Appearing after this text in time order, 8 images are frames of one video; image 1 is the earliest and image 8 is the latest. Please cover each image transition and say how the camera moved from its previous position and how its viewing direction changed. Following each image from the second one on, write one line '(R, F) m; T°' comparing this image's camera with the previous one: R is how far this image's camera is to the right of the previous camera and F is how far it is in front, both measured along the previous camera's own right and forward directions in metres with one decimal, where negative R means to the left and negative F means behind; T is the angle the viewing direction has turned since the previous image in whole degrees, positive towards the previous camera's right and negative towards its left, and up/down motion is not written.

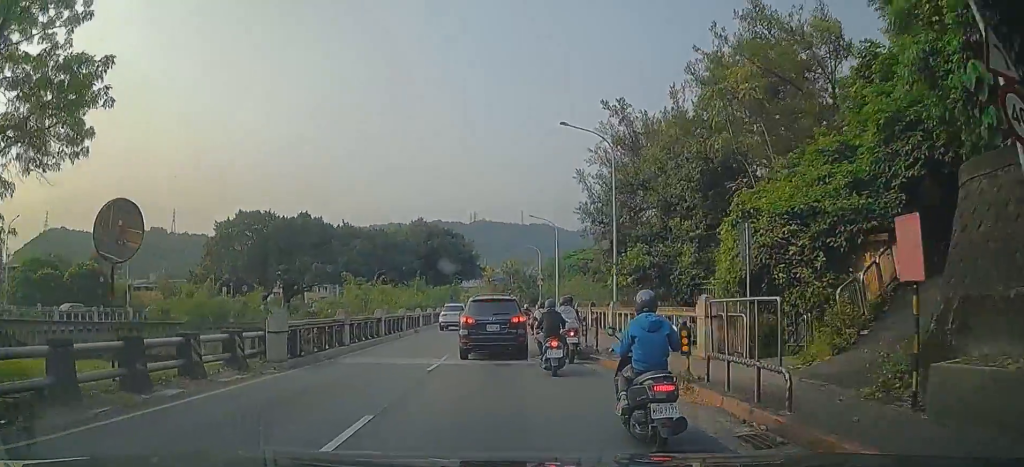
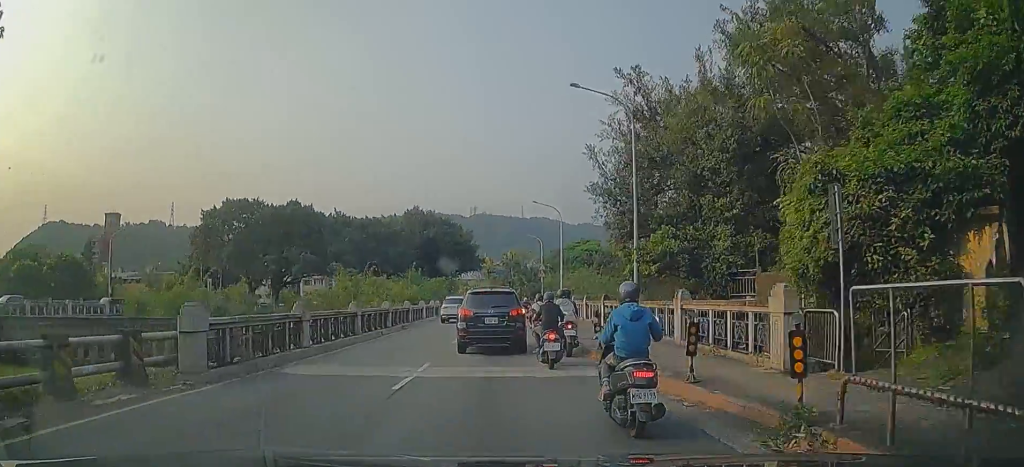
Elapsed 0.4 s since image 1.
(0.0, +6.4) m; 0°
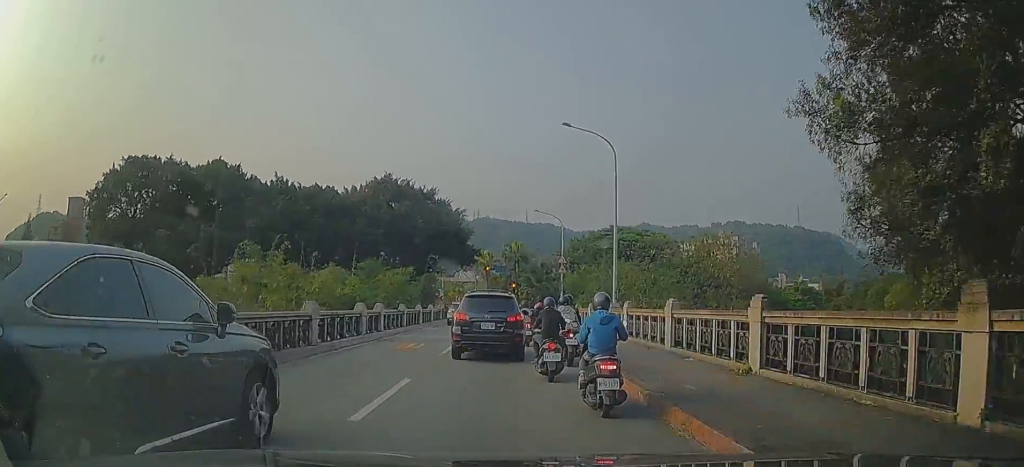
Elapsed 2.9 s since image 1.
(-2.1, +30.8) m; -7°
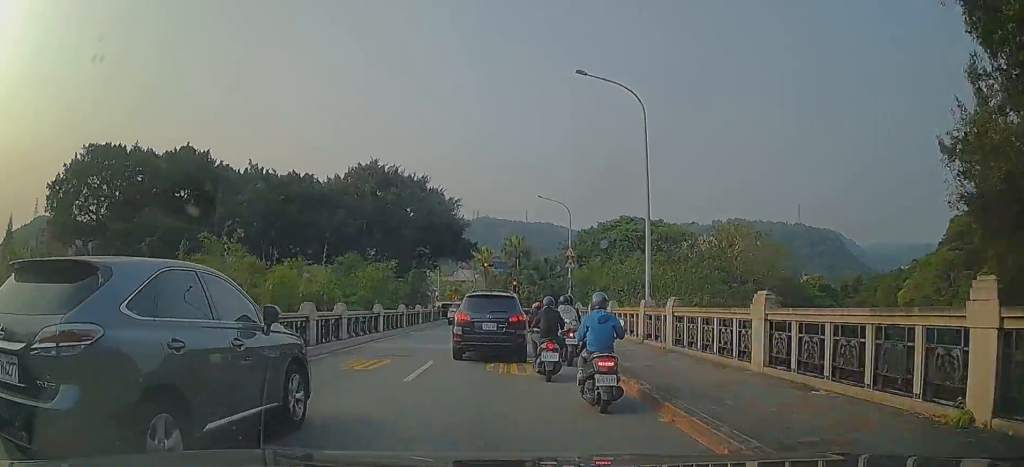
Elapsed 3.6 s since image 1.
(+0.4, +7.2) m; +3°
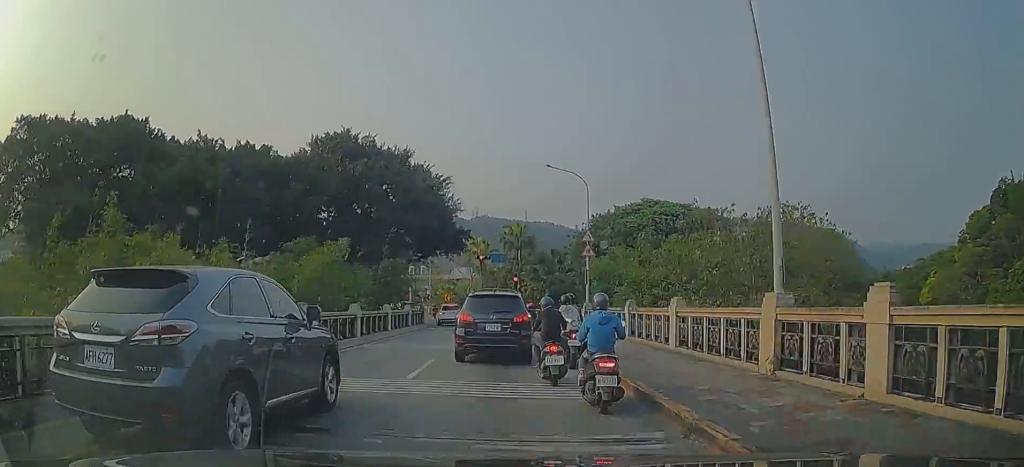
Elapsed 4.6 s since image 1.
(+0.5, +11.0) m; +2°
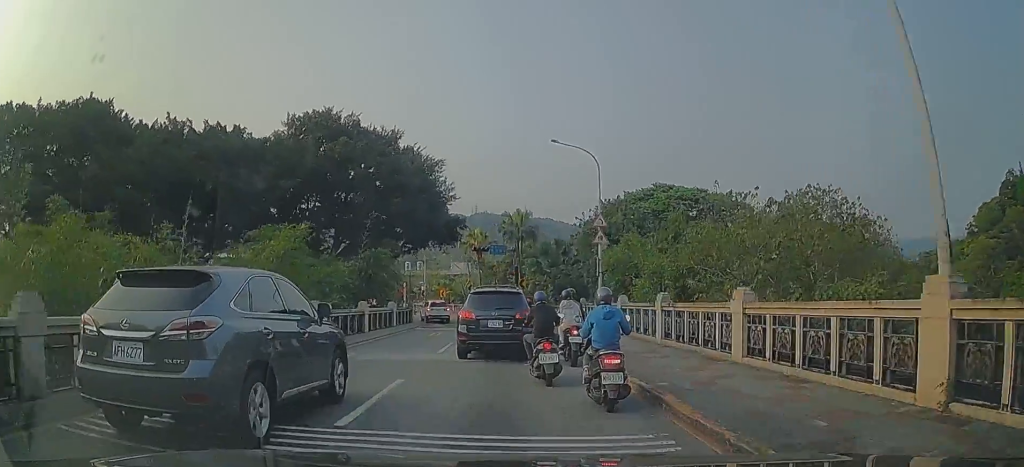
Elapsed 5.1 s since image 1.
(0.0, +4.9) m; -1°
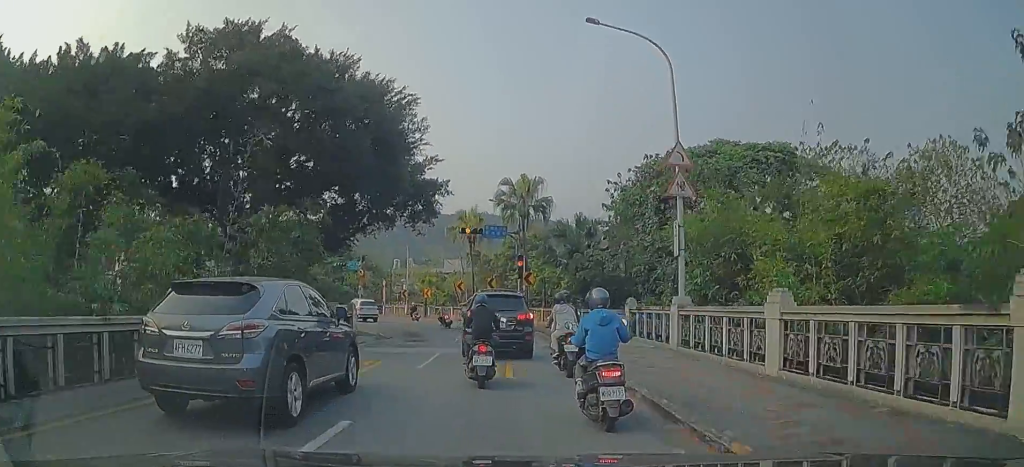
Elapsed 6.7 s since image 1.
(-0.7, +14.5) m; -3°
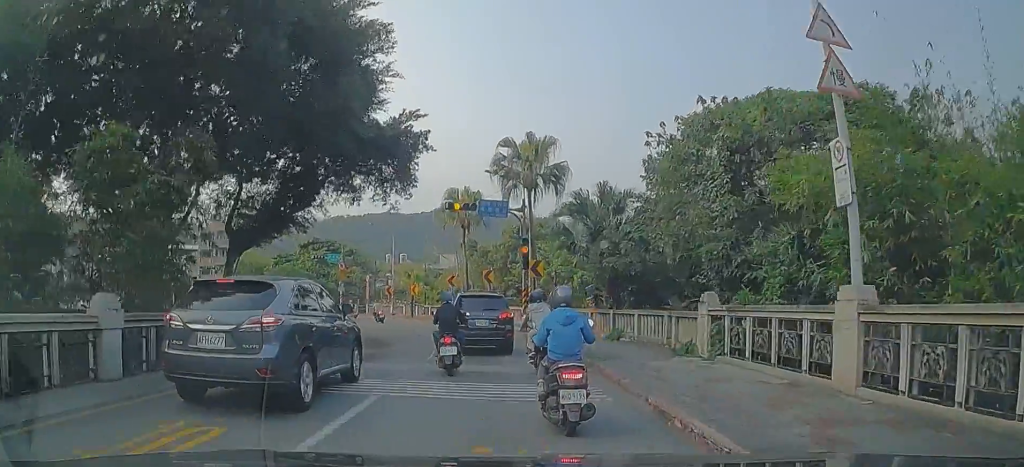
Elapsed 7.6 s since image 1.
(0.0, +8.8) m; +2°
